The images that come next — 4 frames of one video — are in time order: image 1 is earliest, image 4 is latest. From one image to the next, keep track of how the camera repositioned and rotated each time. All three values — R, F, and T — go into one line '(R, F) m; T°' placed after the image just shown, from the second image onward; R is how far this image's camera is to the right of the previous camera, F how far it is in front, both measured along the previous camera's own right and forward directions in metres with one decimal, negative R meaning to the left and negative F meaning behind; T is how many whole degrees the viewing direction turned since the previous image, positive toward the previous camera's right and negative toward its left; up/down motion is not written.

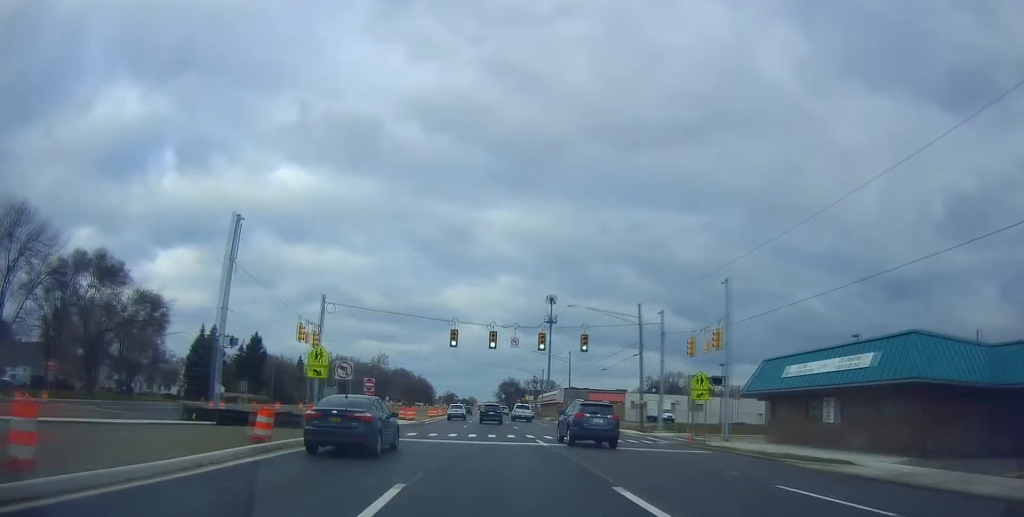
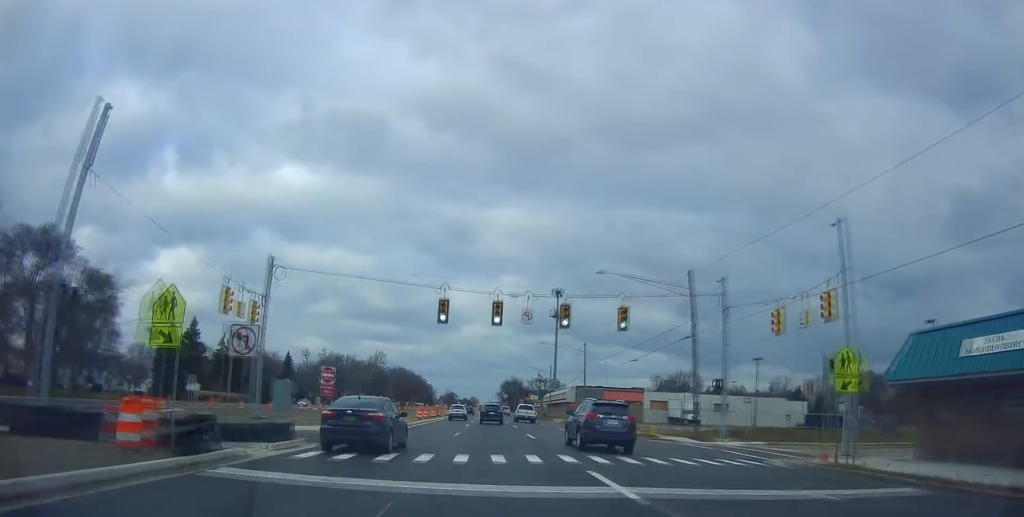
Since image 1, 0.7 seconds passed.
(0.0, +12.3) m; -1°
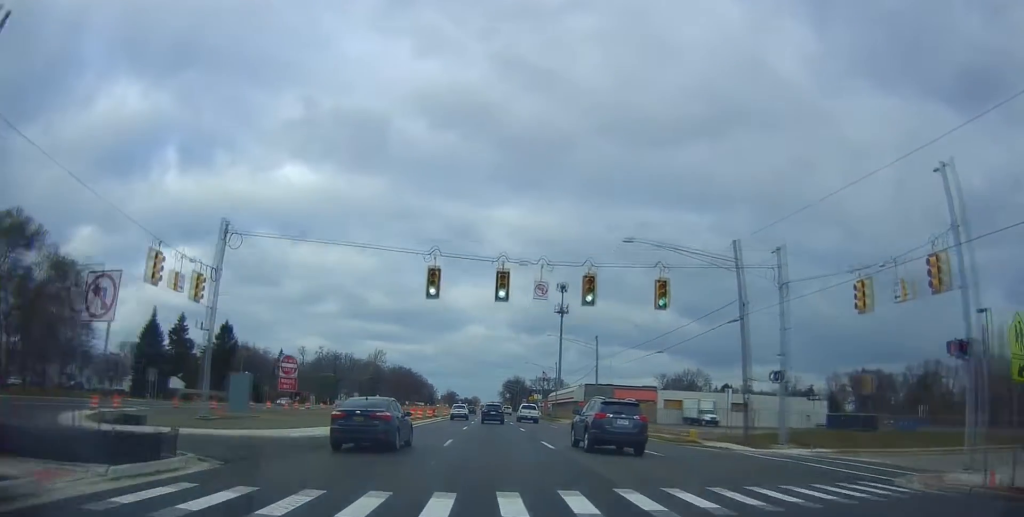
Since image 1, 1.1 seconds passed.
(+0.1, +7.0) m; -1°
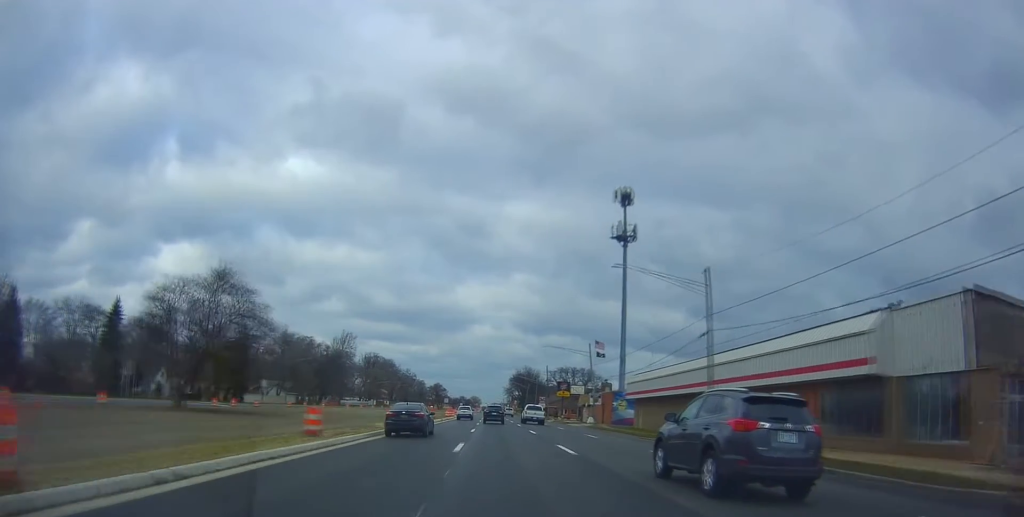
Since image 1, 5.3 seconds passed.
(-0.7, +77.2) m; -1°
